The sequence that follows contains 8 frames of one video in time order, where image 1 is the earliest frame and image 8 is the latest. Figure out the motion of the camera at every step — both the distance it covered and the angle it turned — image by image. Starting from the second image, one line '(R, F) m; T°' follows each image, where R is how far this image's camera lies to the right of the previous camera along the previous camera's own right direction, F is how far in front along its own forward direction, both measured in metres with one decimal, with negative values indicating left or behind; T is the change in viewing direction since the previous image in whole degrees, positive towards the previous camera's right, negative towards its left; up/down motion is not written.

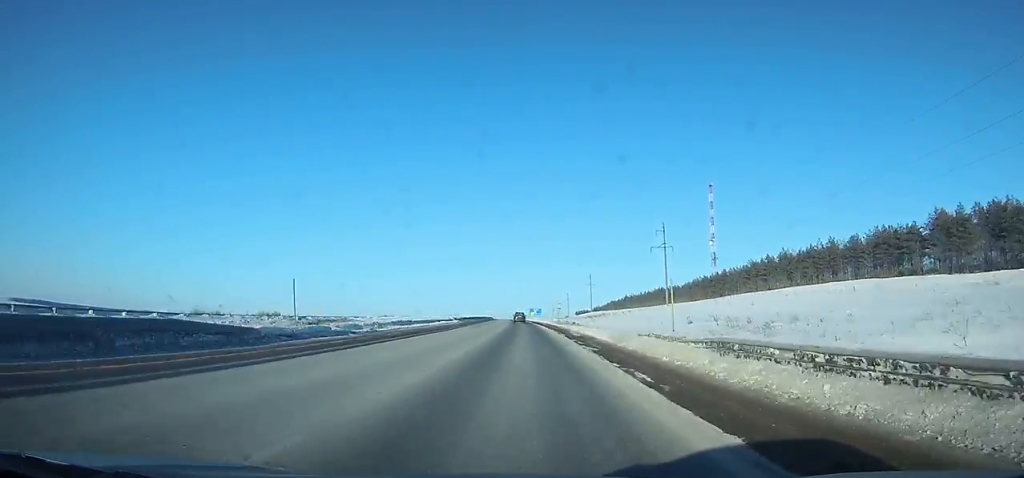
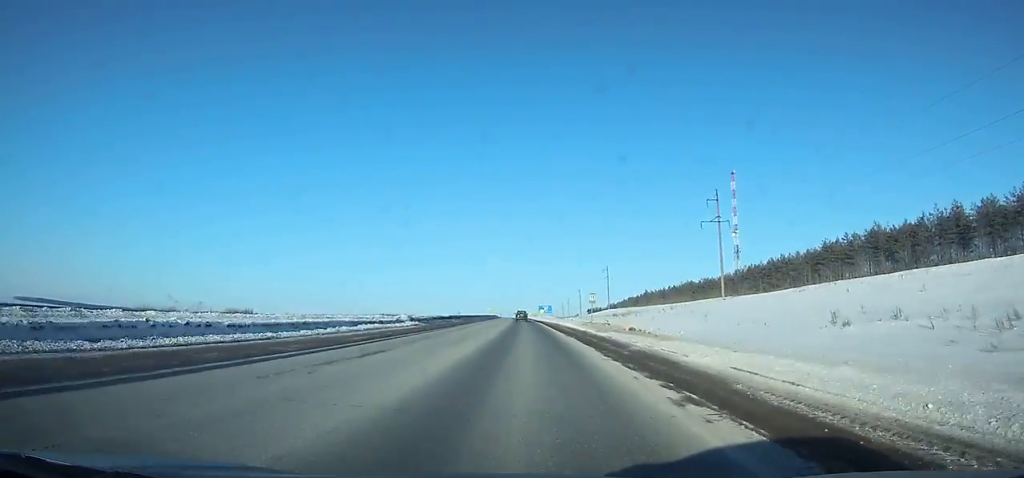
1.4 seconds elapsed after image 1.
(+0.1, +36.7) m; -1°
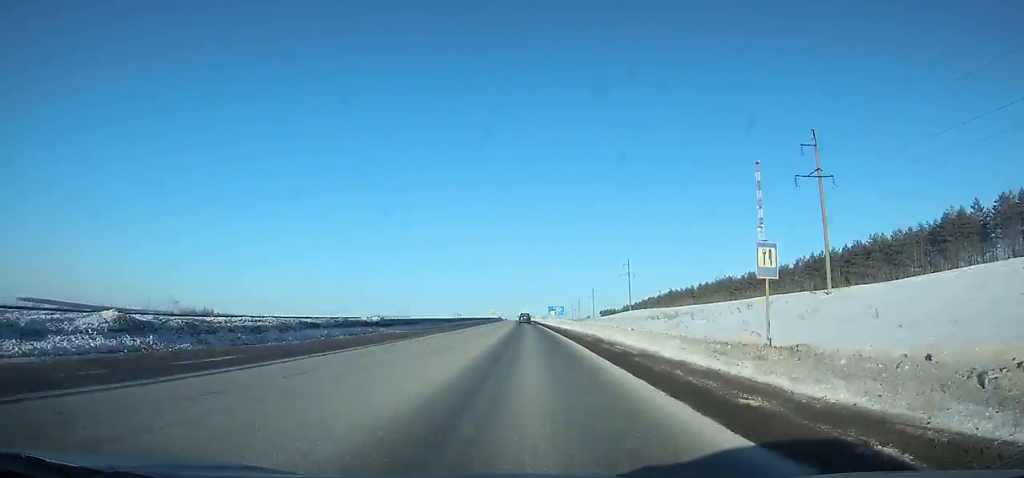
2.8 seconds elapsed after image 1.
(-0.6, +36.3) m; -1°
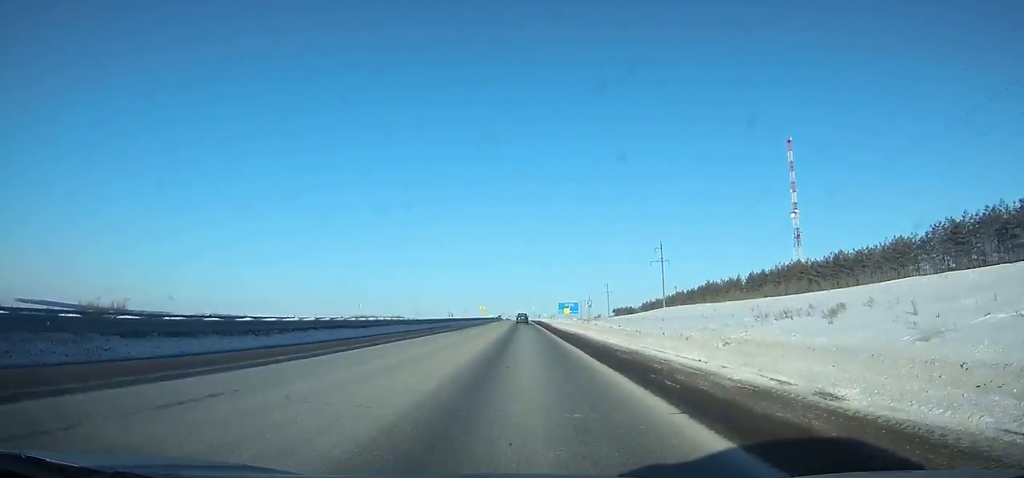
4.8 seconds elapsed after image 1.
(-0.4, +51.9) m; -1°
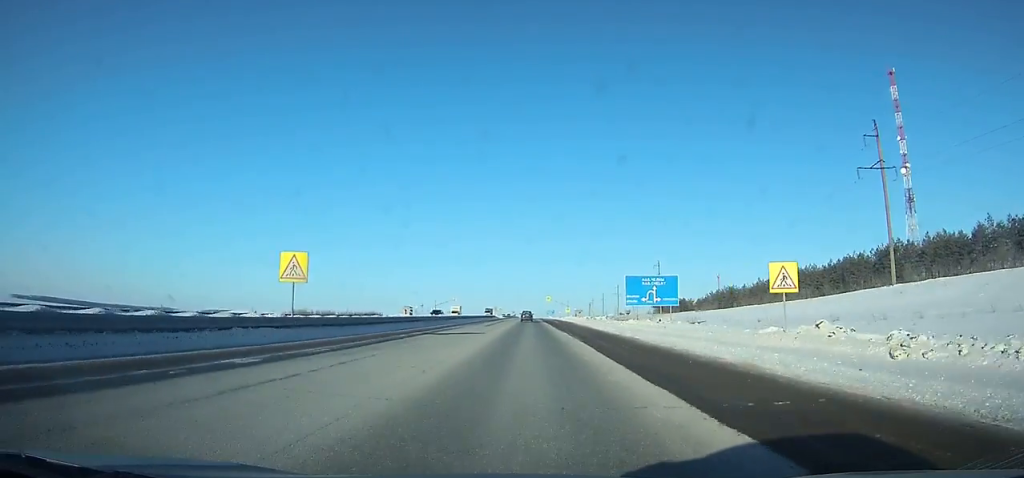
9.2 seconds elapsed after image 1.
(-1.1, +113.3) m; -1°
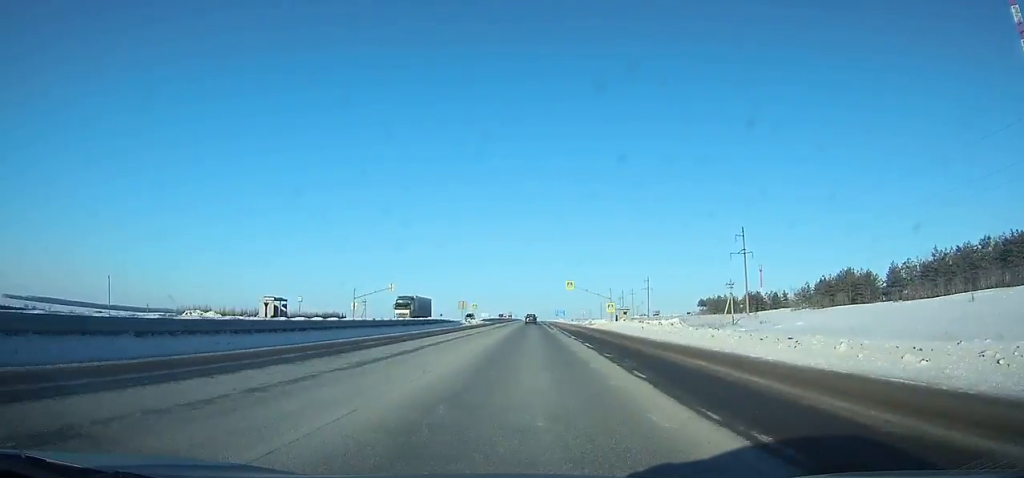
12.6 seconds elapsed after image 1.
(0.0, +87.8) m; 0°
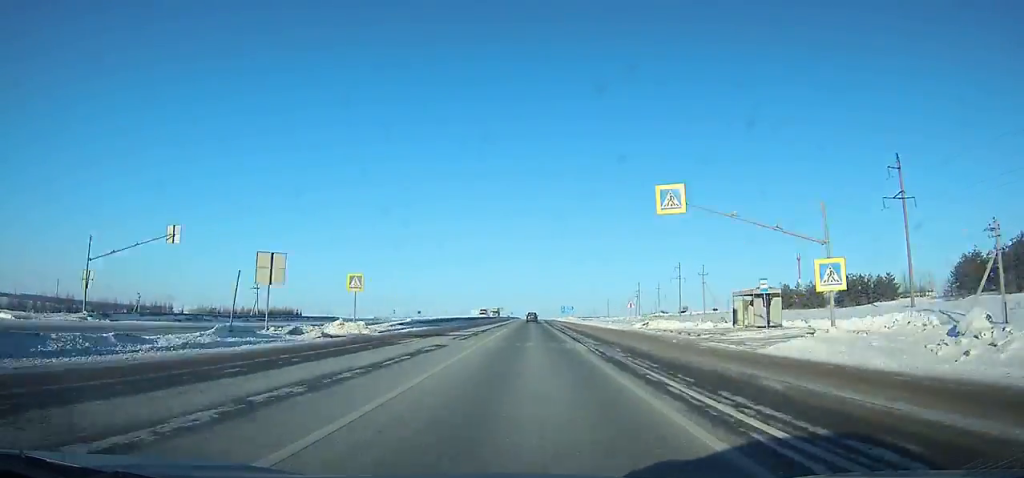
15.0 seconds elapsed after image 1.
(-0.1, +62.6) m; 0°
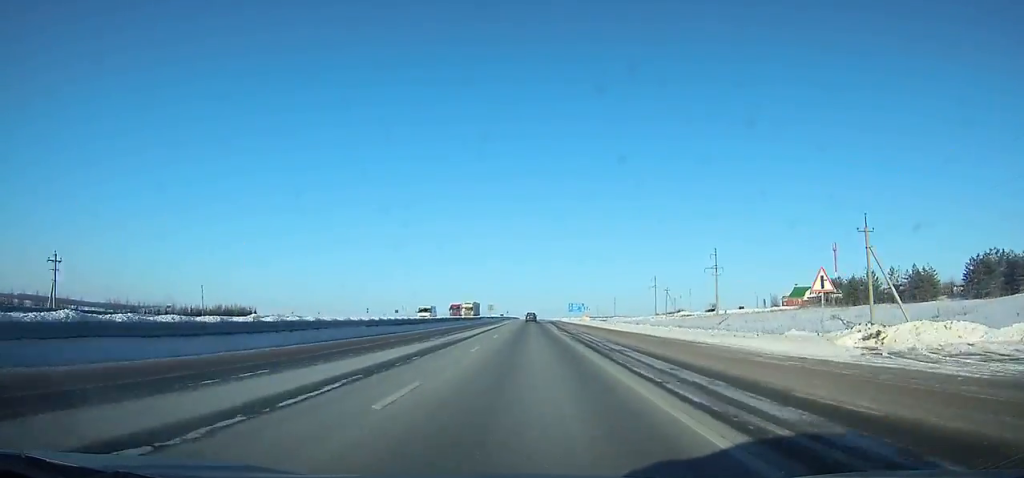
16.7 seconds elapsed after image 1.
(-0.1, +44.6) m; 0°
